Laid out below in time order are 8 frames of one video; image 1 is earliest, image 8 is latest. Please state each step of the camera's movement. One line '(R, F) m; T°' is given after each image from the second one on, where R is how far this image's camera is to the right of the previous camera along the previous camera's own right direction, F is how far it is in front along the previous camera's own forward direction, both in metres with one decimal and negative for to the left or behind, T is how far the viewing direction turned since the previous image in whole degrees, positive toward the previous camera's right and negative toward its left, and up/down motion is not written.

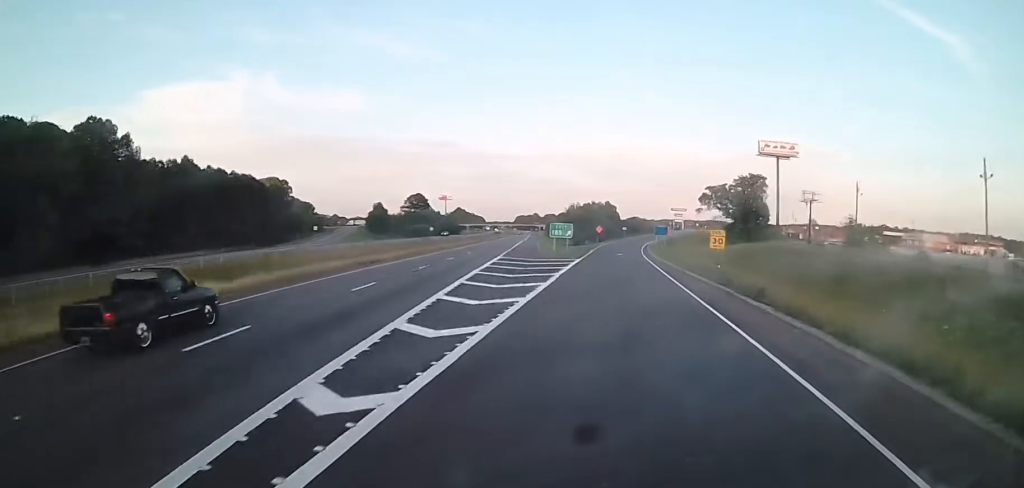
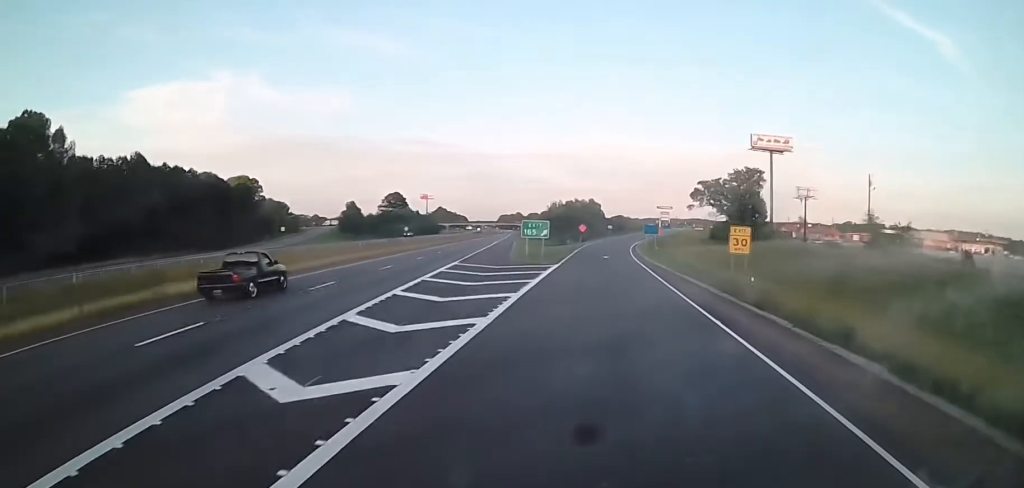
(+0.1, +11.6) m; +2°
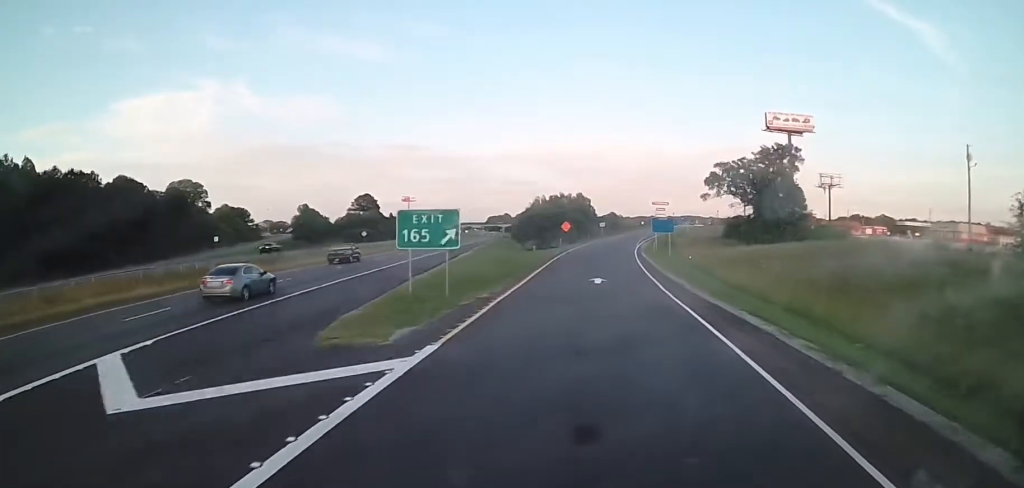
(+0.5, +31.4) m; 0°
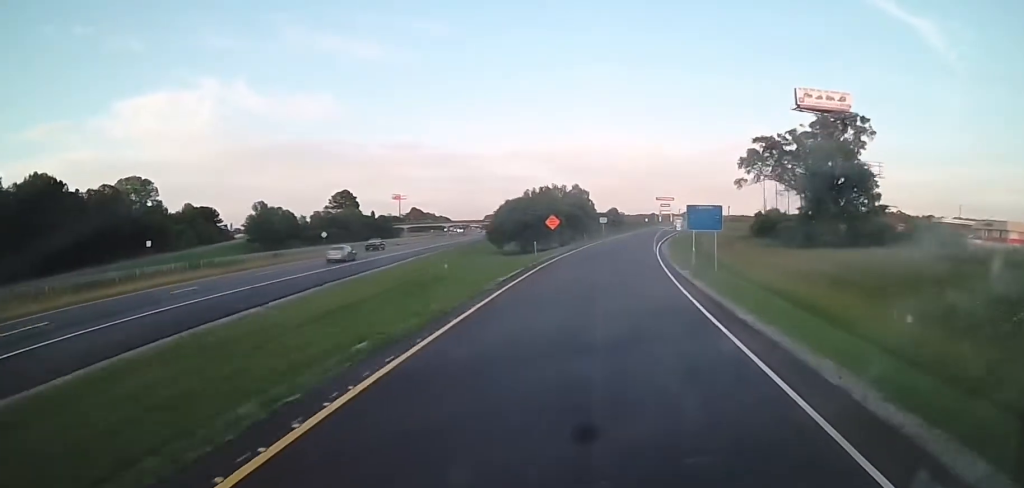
(0.0, +27.4) m; +1°
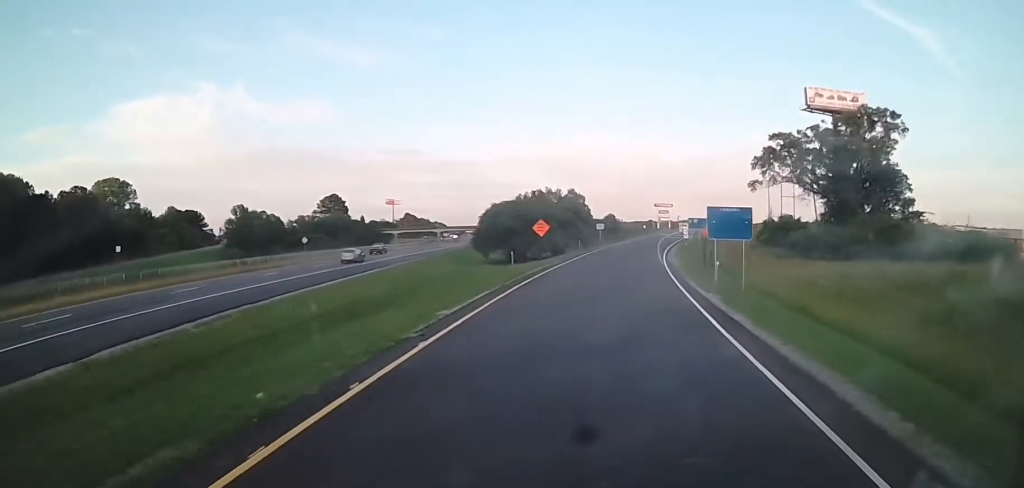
(-0.1, +9.4) m; +1°
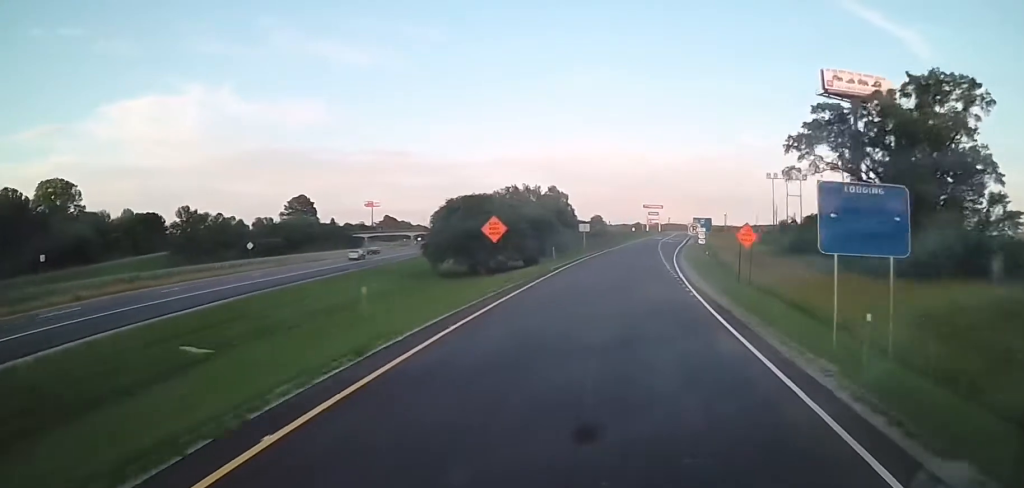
(+0.5, +18.9) m; +1°
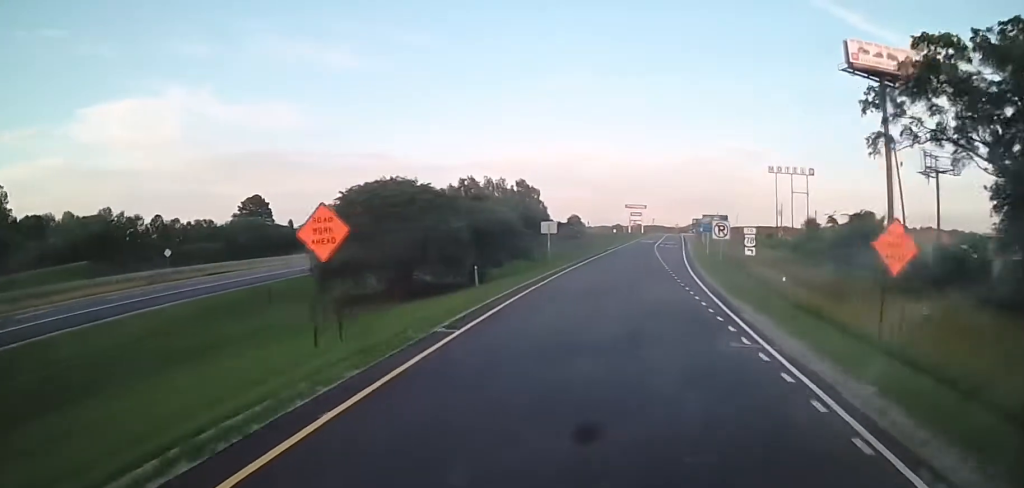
(-0.2, +21.8) m; +1°
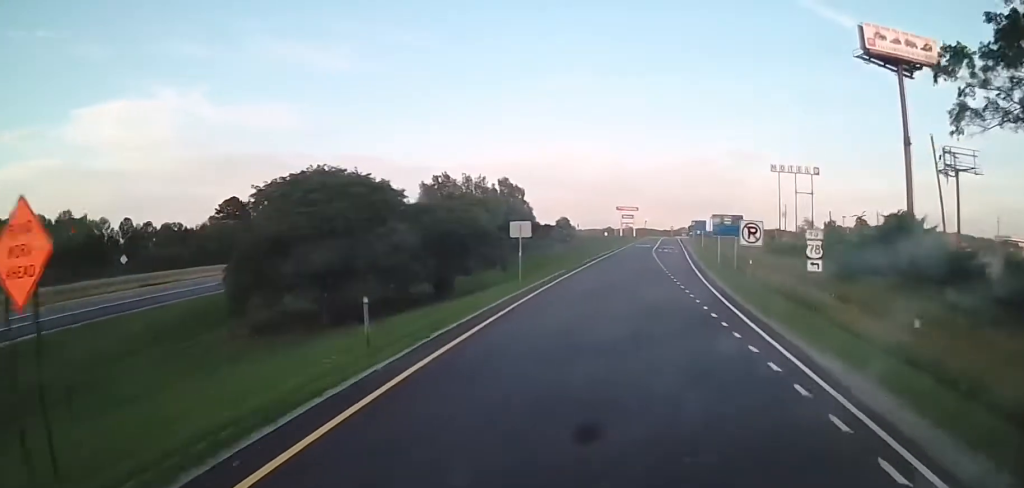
(+0.2, +10.0) m; +1°
